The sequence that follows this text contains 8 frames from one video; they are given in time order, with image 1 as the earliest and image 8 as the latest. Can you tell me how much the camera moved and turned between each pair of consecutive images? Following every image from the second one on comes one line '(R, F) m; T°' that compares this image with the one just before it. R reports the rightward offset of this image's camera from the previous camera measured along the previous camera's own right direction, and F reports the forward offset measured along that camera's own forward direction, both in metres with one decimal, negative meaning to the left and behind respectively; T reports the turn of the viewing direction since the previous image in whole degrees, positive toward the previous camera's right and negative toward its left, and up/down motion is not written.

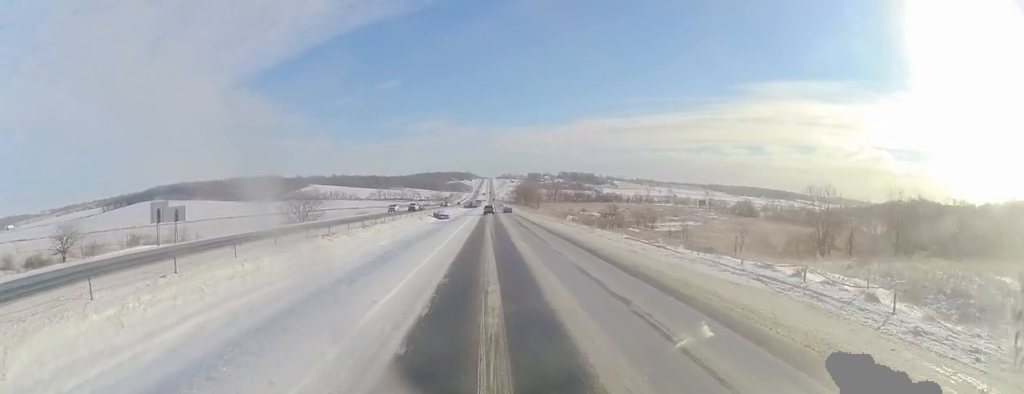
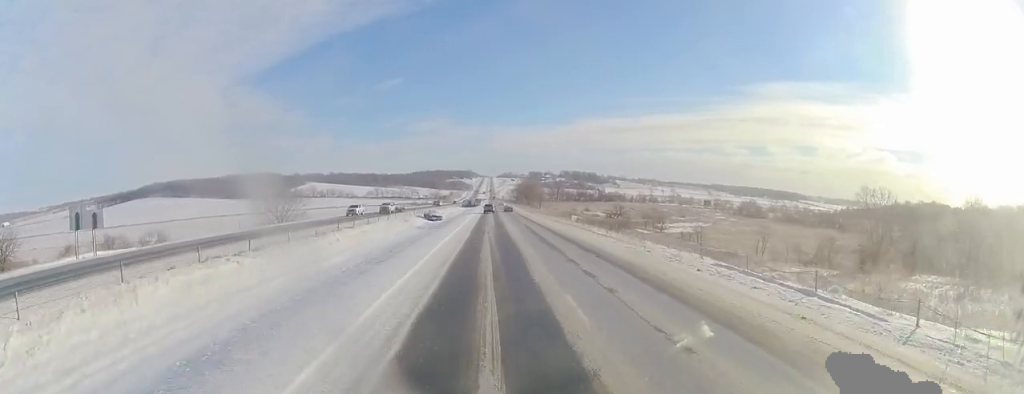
(0.0, +16.6) m; 0°
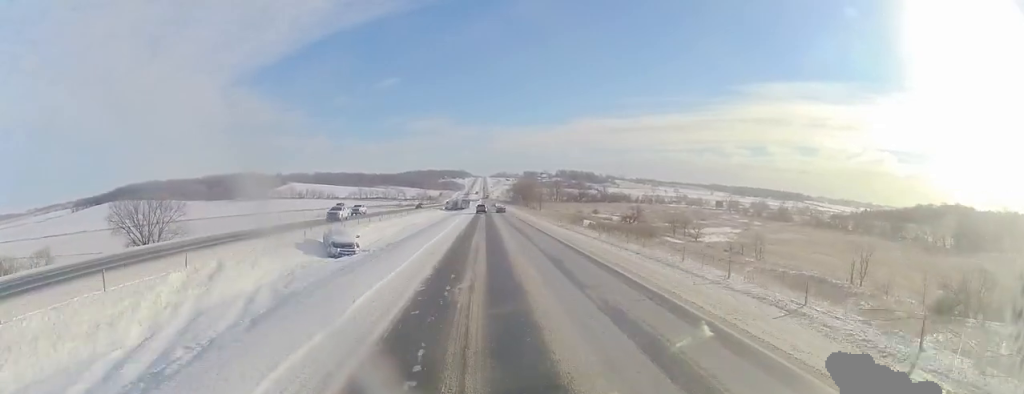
(0.0, +56.6) m; 0°
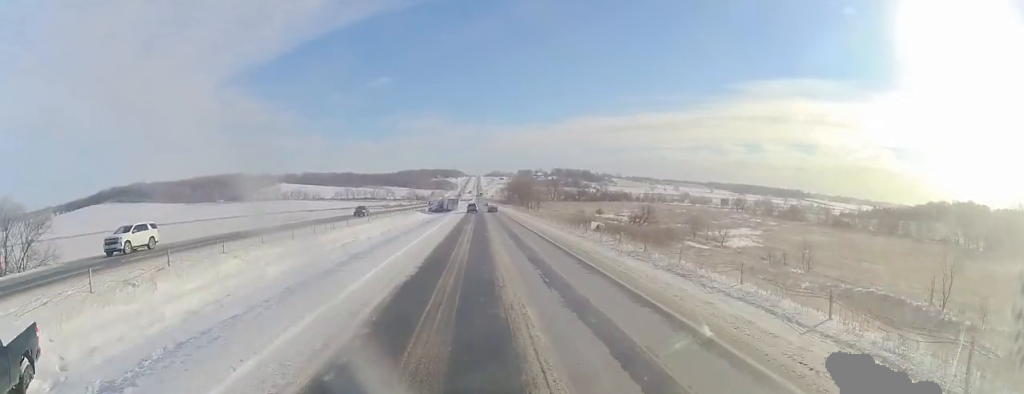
(0.0, +30.8) m; +1°
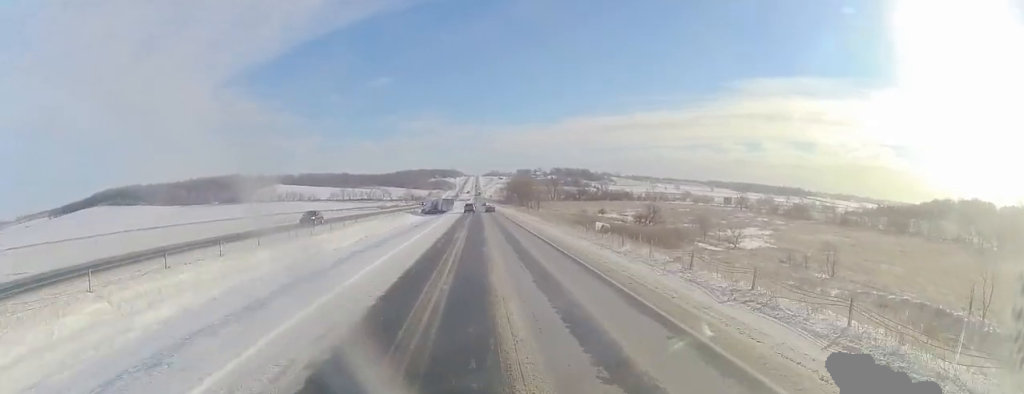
(-0.1, +11.8) m; +1°
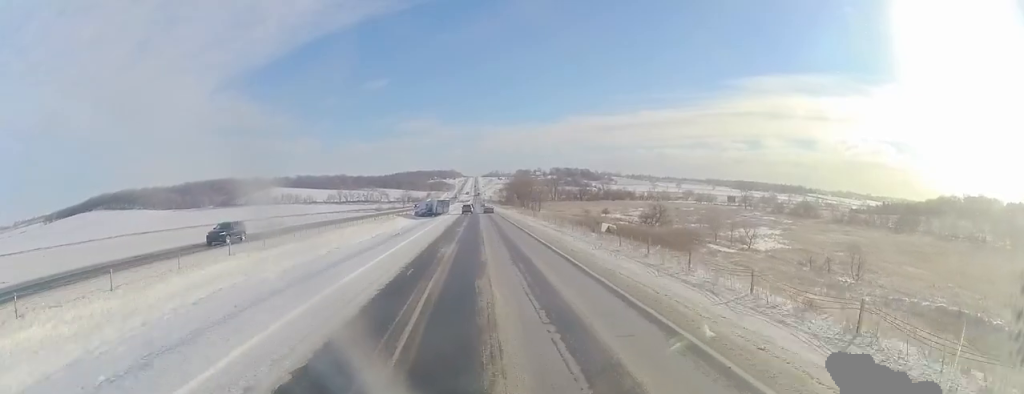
(+0.2, +10.3) m; 0°
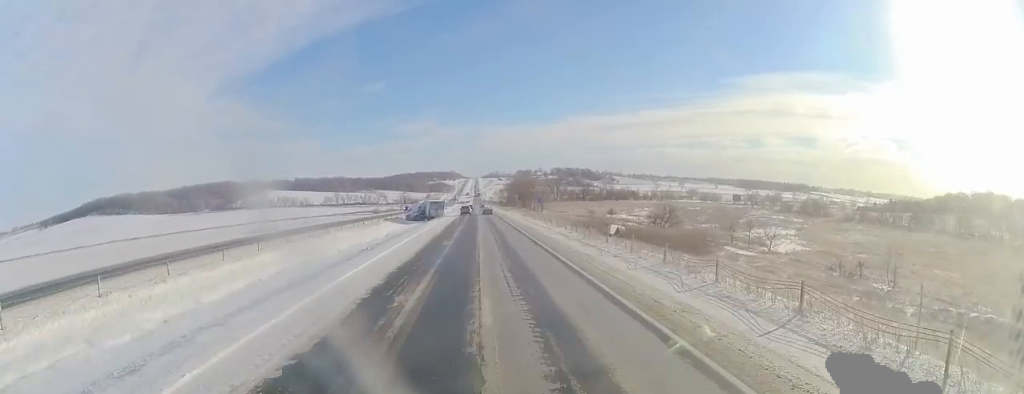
(+0.3, +12.7) m; 0°
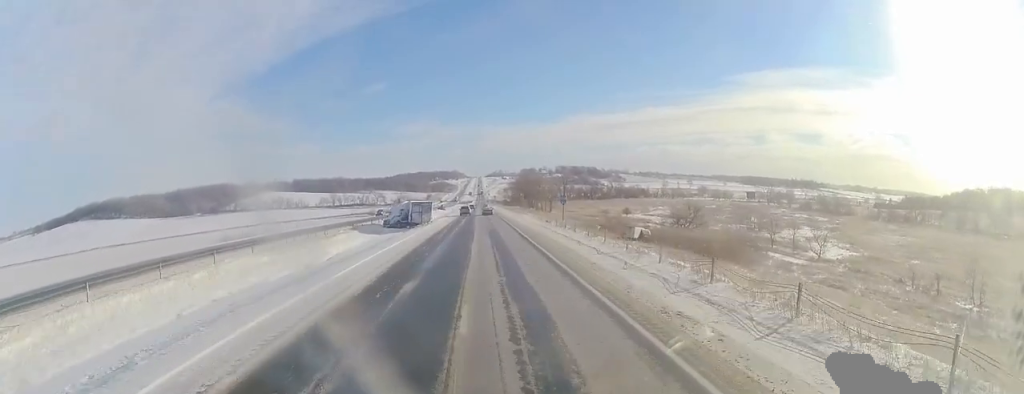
(-0.6, +24.8) m; -1°
